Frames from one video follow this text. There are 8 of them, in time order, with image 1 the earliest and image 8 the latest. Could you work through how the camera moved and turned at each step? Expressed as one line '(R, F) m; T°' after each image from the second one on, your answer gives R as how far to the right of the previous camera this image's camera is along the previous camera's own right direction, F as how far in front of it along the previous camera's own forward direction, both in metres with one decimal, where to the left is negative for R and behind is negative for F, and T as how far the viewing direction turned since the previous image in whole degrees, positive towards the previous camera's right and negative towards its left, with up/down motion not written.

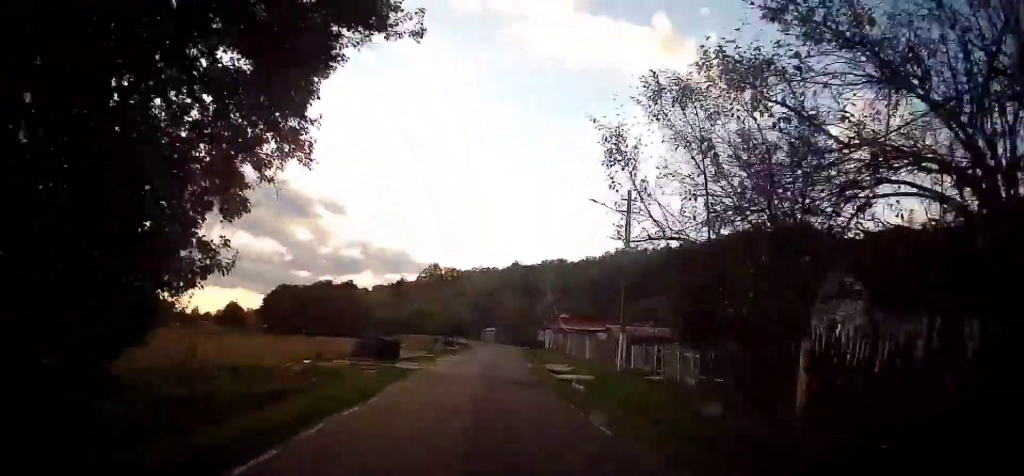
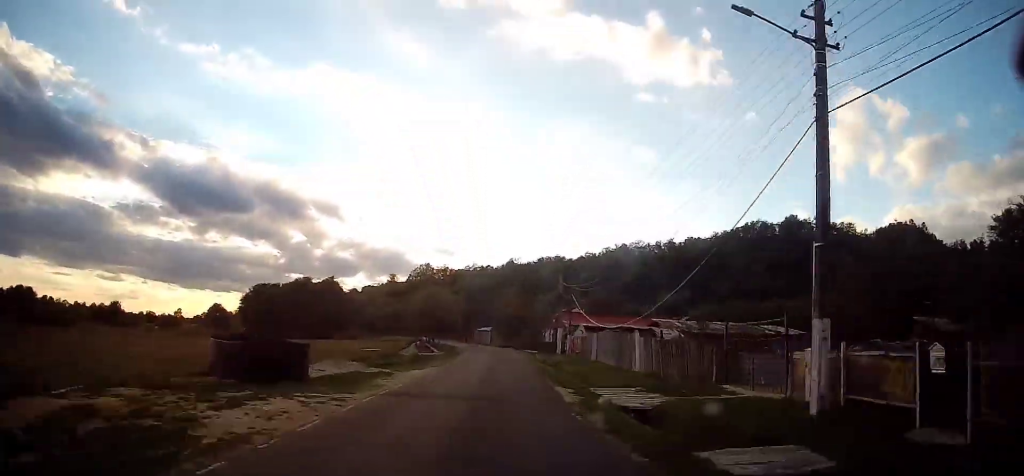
(0.0, +14.8) m; 0°
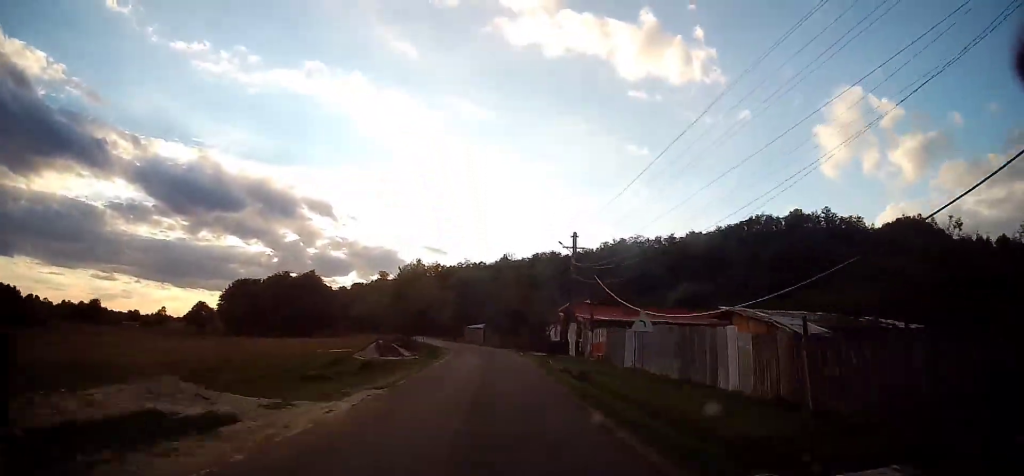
(+0.1, +11.5) m; -1°
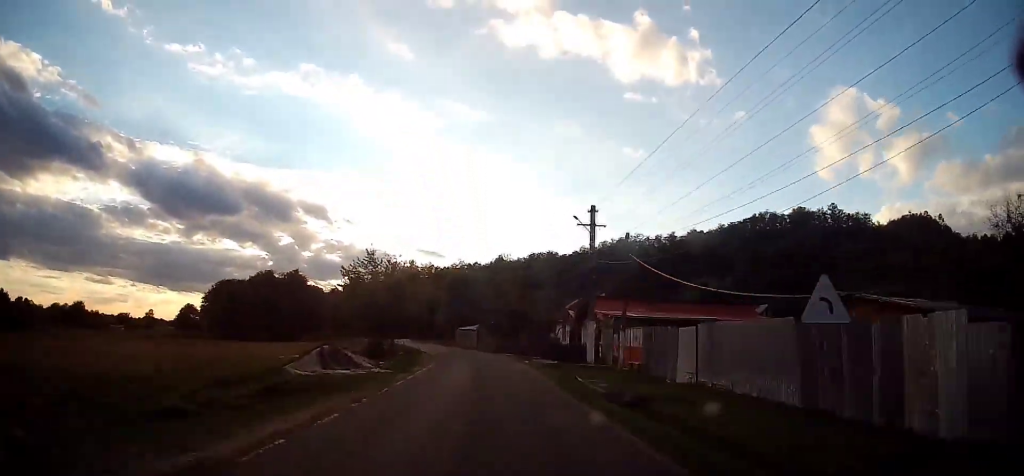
(-0.2, +8.4) m; 0°
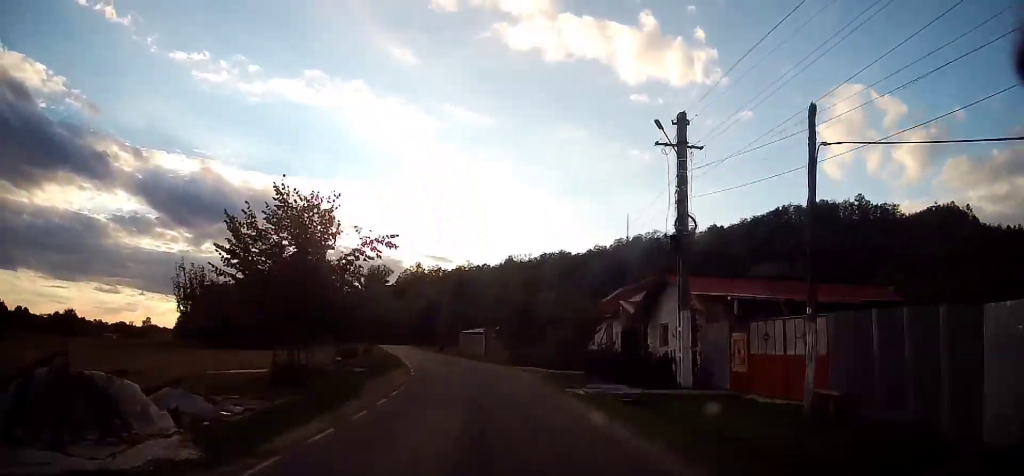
(-0.1, +13.3) m; 0°
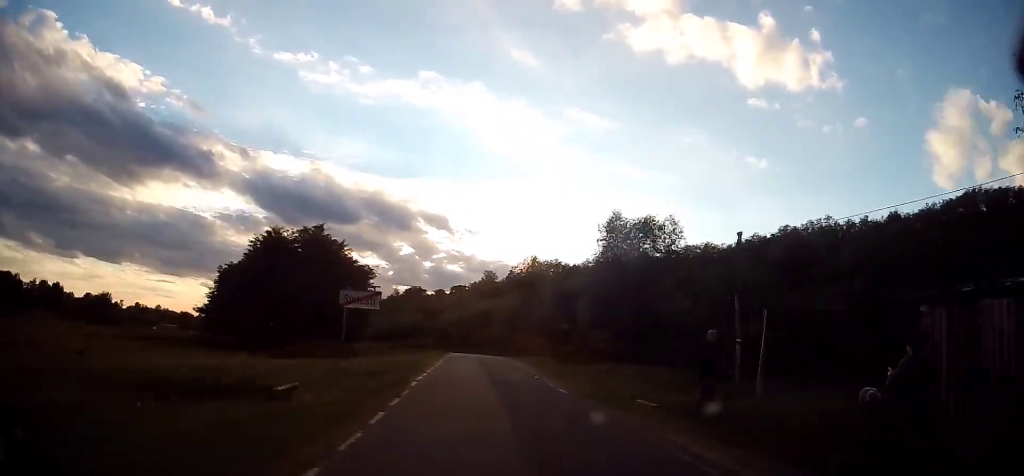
(-4.7, +47.9) m; -12°
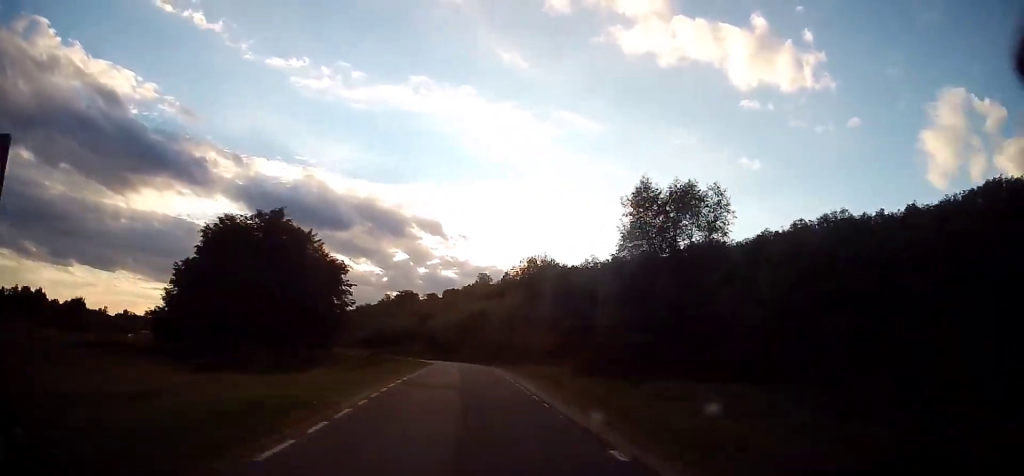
(0.0, +12.5) m; +1°
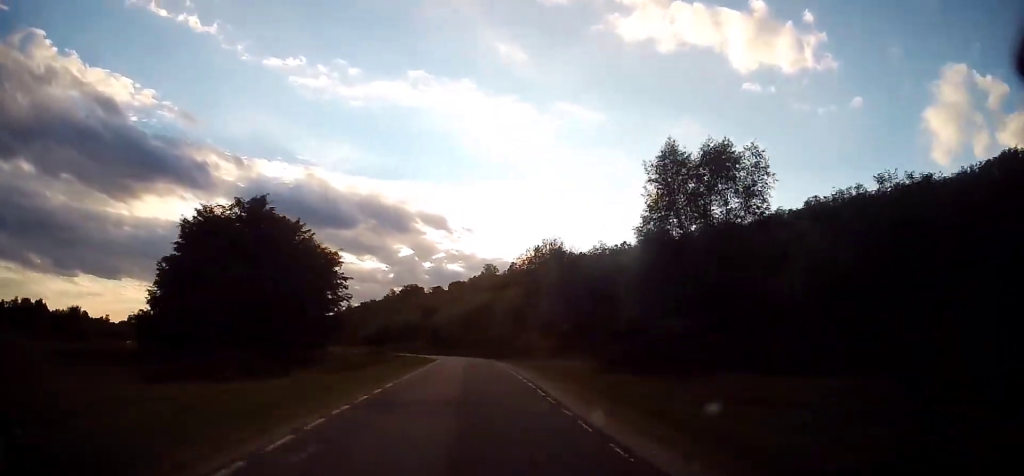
(+0.1, +5.9) m; +1°
